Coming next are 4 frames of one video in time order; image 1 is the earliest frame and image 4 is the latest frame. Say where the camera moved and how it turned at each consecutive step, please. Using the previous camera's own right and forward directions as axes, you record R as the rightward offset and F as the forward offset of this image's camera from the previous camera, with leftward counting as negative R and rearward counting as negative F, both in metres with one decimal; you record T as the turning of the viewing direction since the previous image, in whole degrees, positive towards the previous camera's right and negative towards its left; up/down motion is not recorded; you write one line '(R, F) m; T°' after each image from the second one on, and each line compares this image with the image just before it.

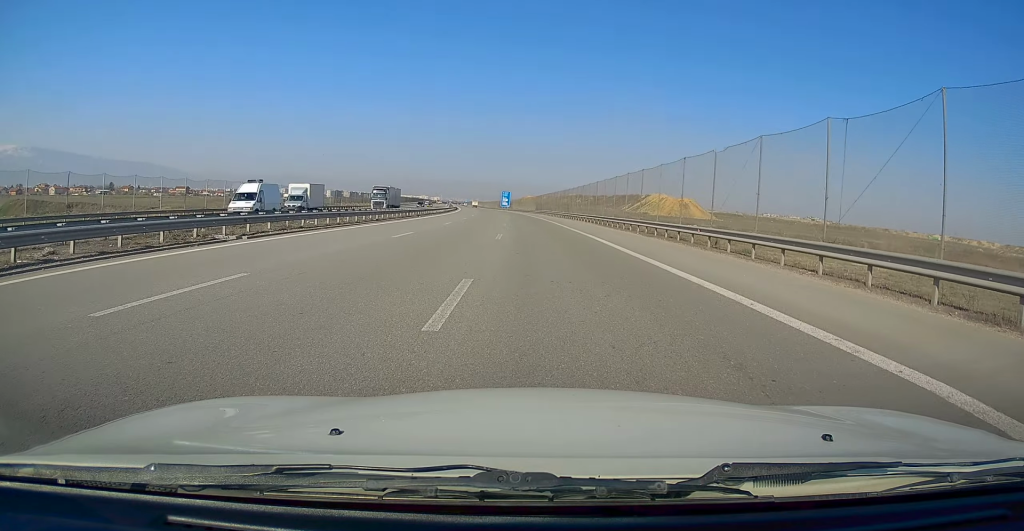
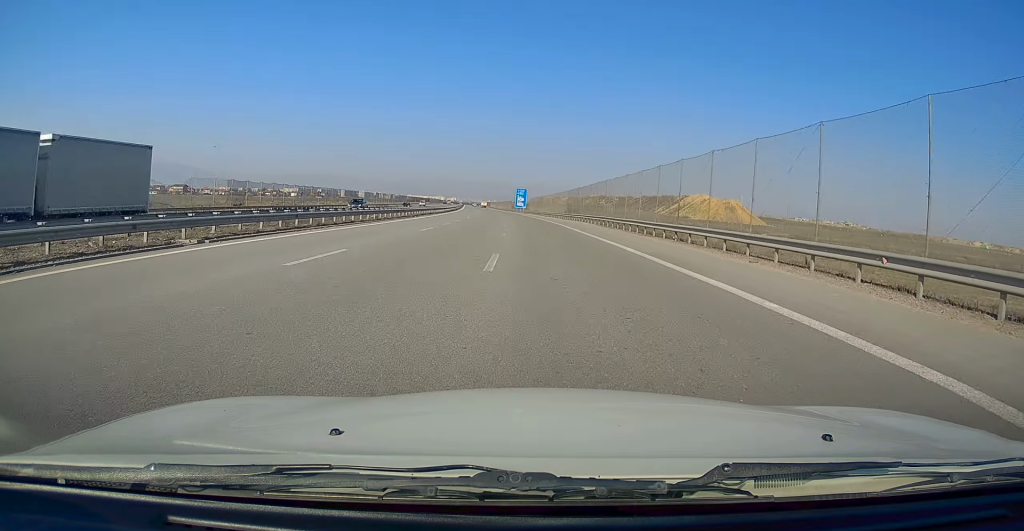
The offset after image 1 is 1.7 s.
(-0.8, +43.7) m; -1°
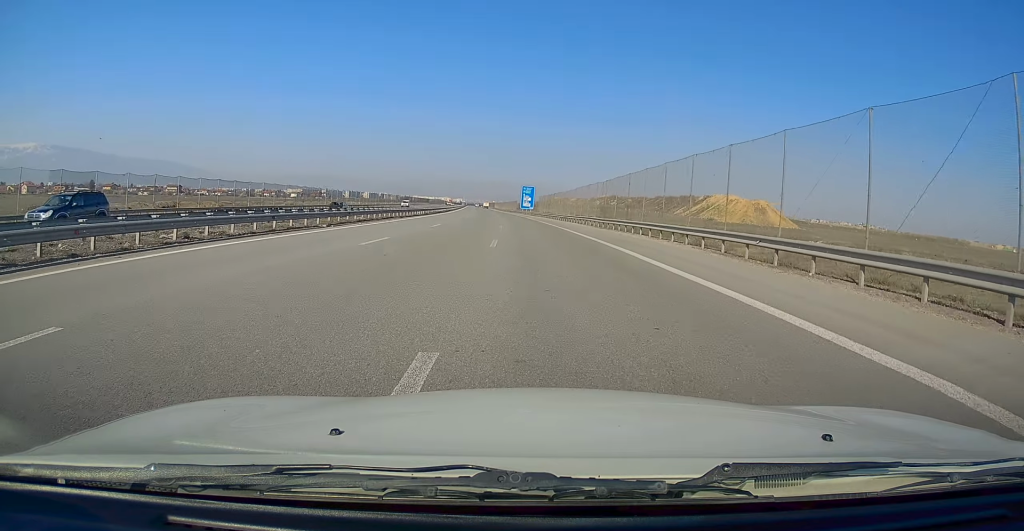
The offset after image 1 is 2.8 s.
(0.0, +26.5) m; -1°
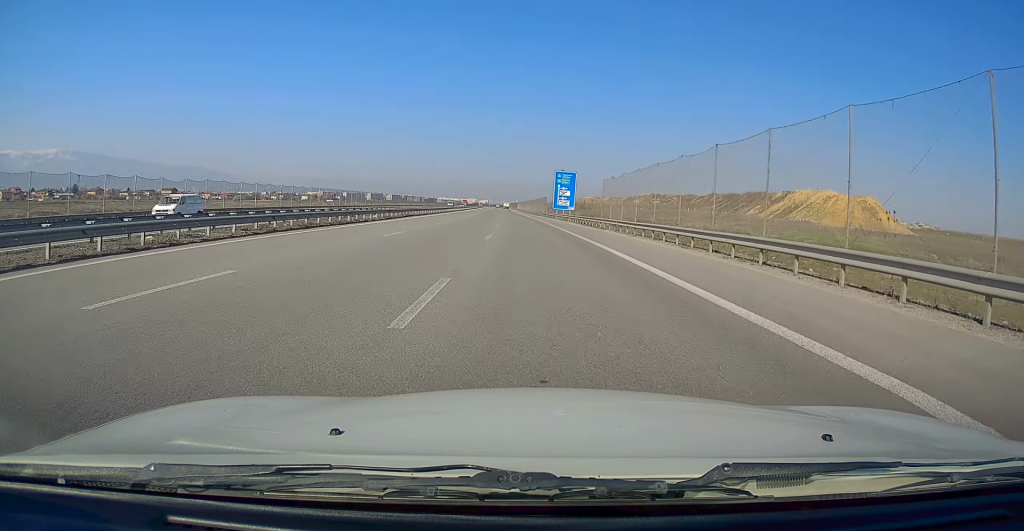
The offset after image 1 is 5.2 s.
(-2.0, +59.4) m; -2°
